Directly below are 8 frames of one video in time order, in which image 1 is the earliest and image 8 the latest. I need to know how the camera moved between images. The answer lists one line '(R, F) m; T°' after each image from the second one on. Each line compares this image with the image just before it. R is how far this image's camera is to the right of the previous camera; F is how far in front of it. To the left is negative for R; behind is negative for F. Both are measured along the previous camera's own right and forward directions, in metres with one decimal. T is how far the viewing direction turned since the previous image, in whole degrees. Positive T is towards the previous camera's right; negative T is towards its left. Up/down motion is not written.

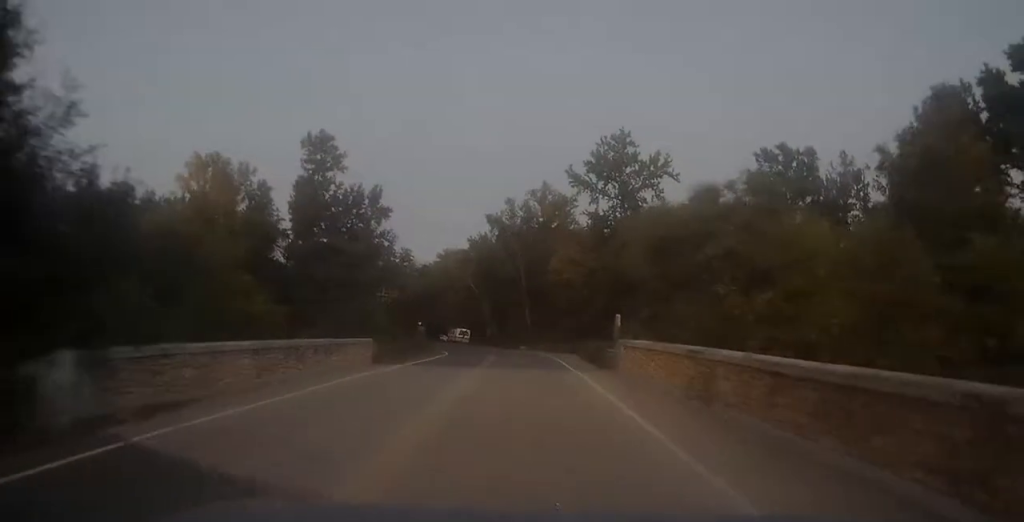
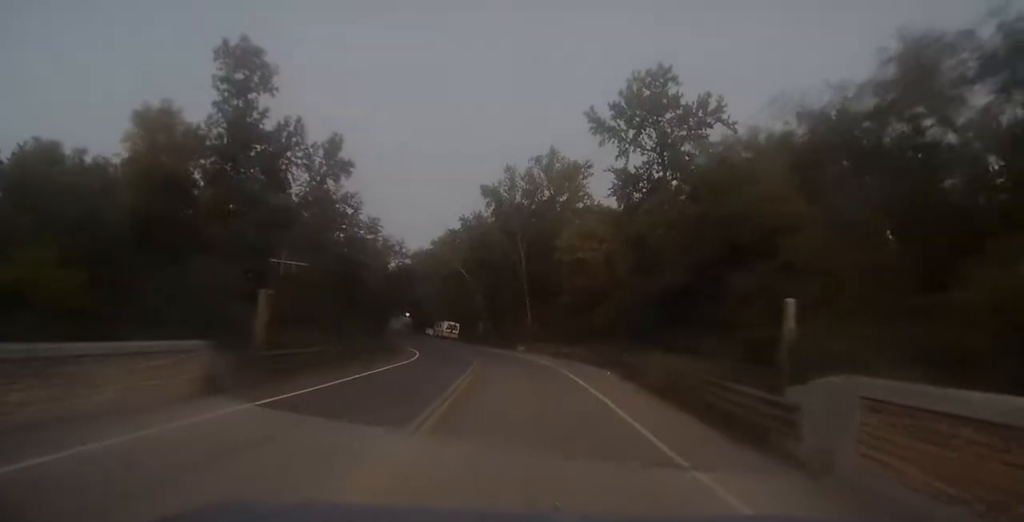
(0.0, +15.0) m; +1°
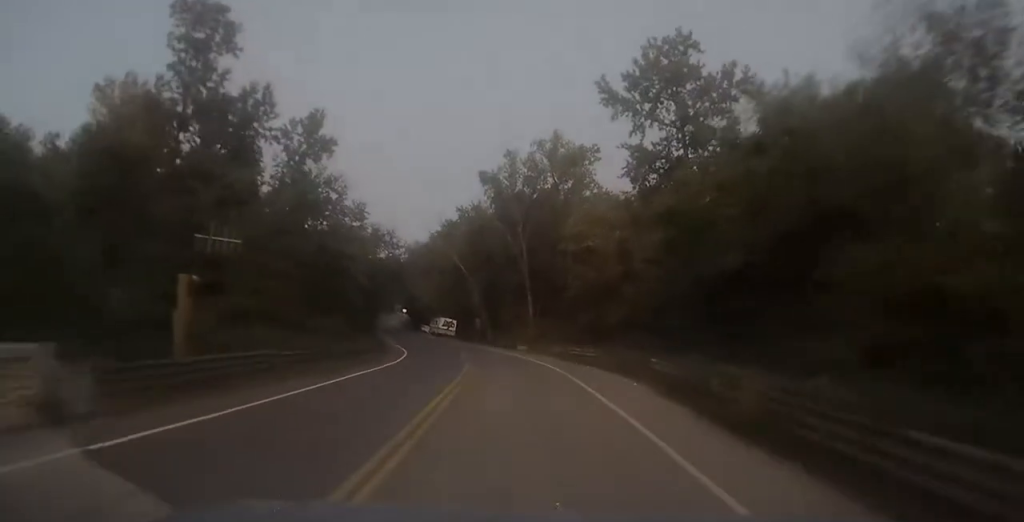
(+0.1, +5.0) m; 0°
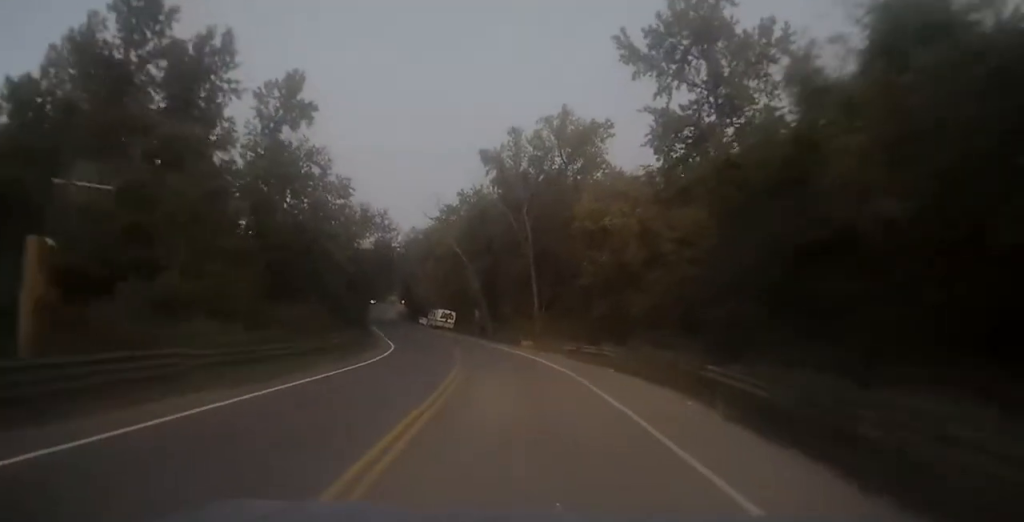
(+0.1, +5.4) m; 0°
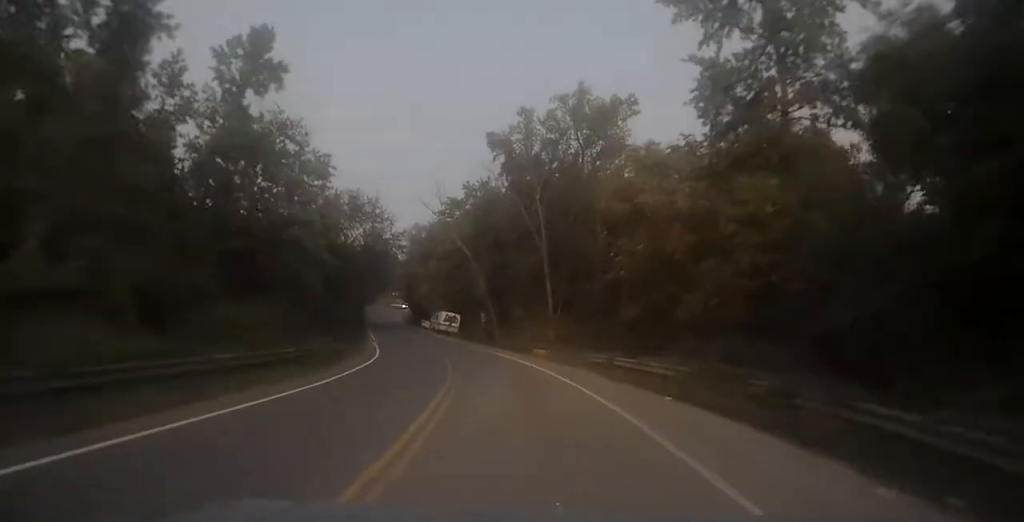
(0.0, +6.7) m; -1°
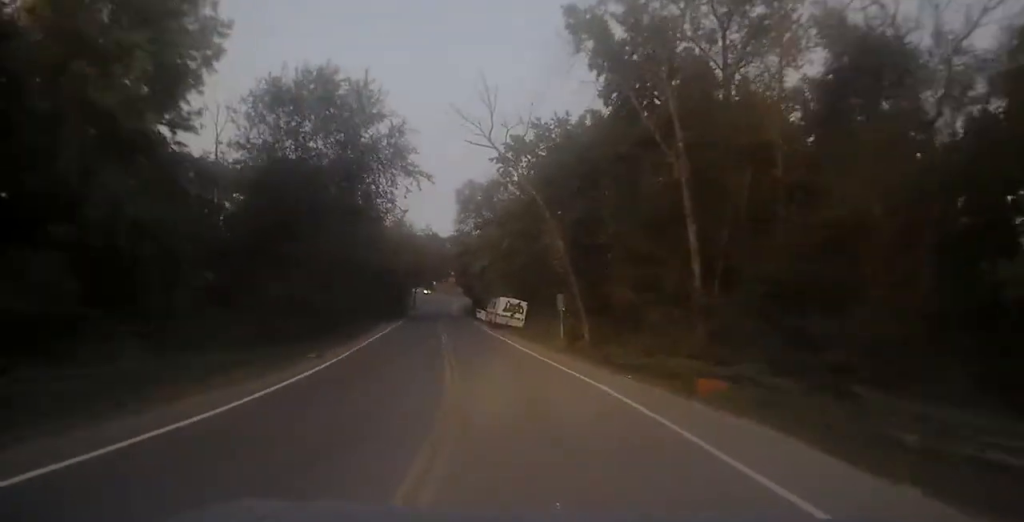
(-1.0, +22.8) m; -4°
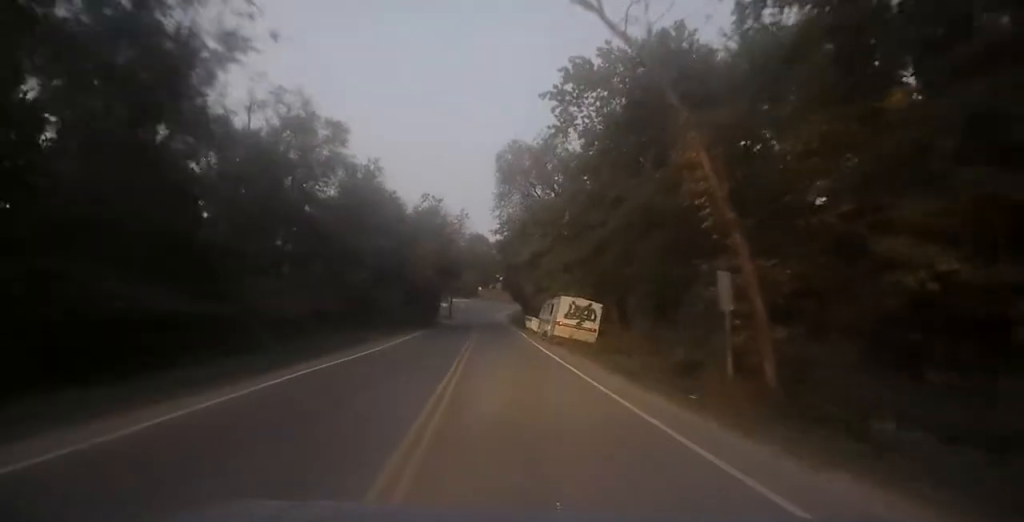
(-0.7, +18.9) m; -6°
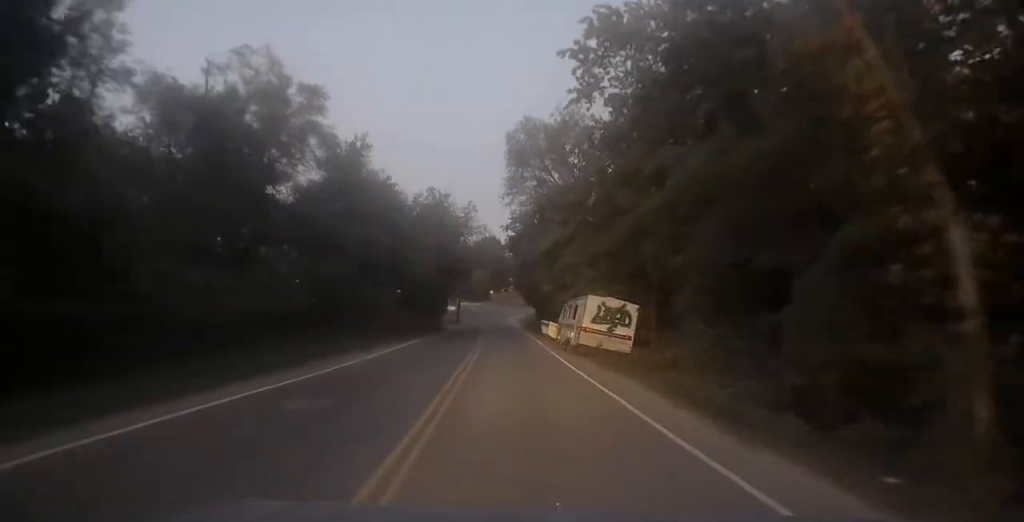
(-0.2, +7.1) m; -2°
